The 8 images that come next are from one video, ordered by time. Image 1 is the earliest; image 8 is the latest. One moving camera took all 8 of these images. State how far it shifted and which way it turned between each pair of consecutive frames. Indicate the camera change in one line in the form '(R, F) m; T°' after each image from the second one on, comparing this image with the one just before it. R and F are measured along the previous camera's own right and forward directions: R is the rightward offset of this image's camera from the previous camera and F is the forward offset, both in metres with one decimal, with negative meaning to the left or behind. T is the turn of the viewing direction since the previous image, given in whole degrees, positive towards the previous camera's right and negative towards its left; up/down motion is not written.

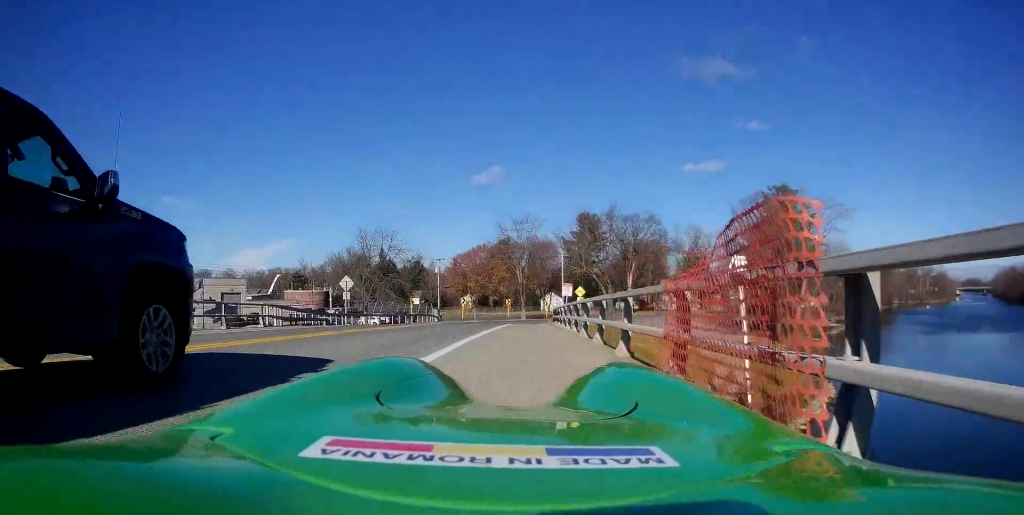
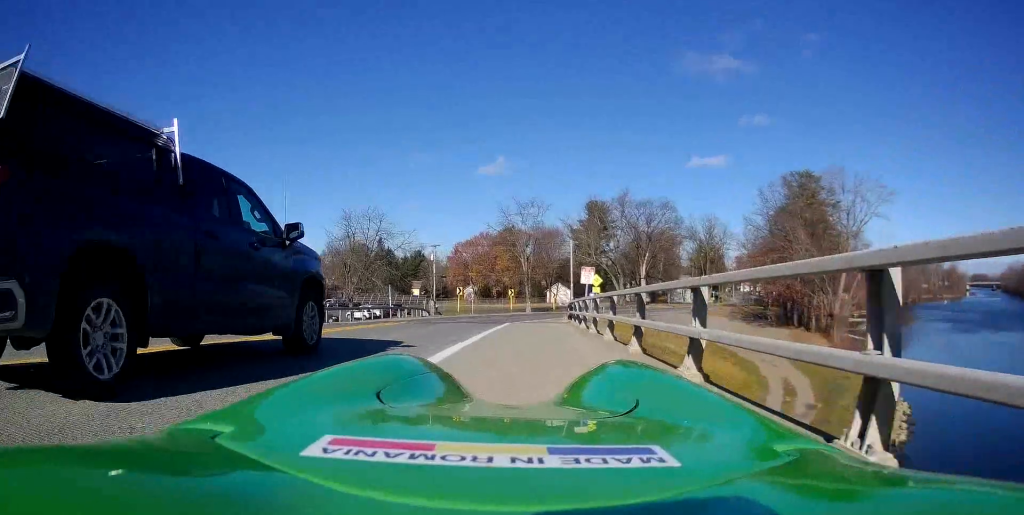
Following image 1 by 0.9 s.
(-0.3, +9.7) m; 0°
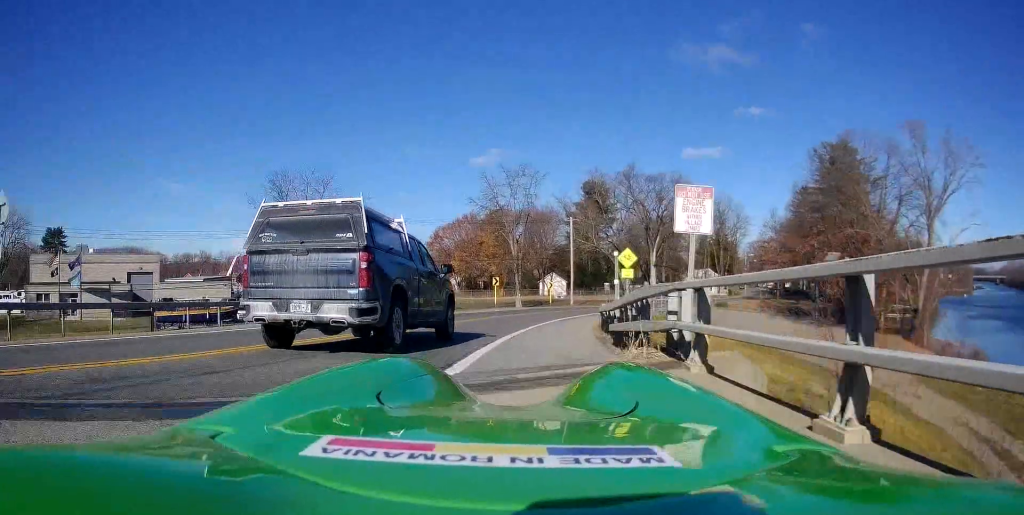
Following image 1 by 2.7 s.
(+0.5, +19.6) m; +2°
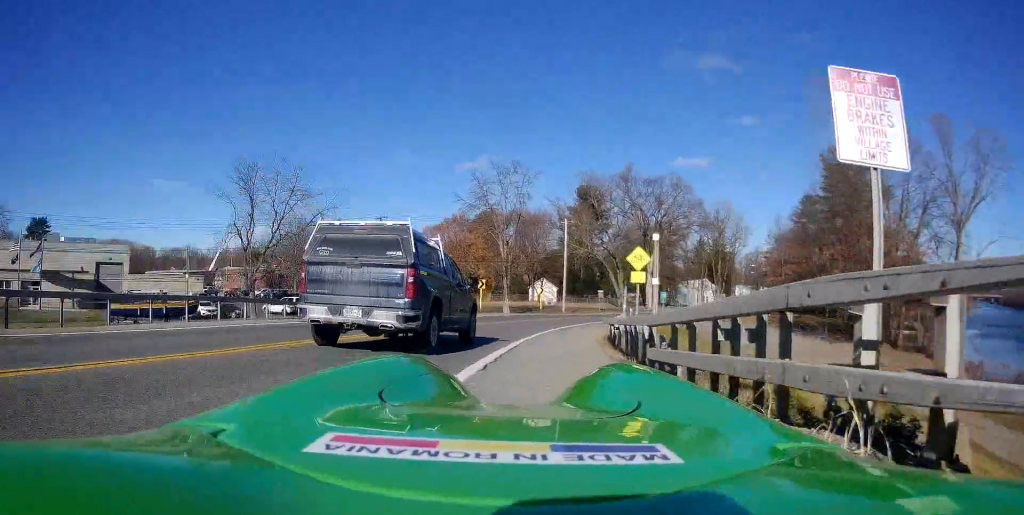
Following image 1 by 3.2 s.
(-0.2, +5.4) m; 0°
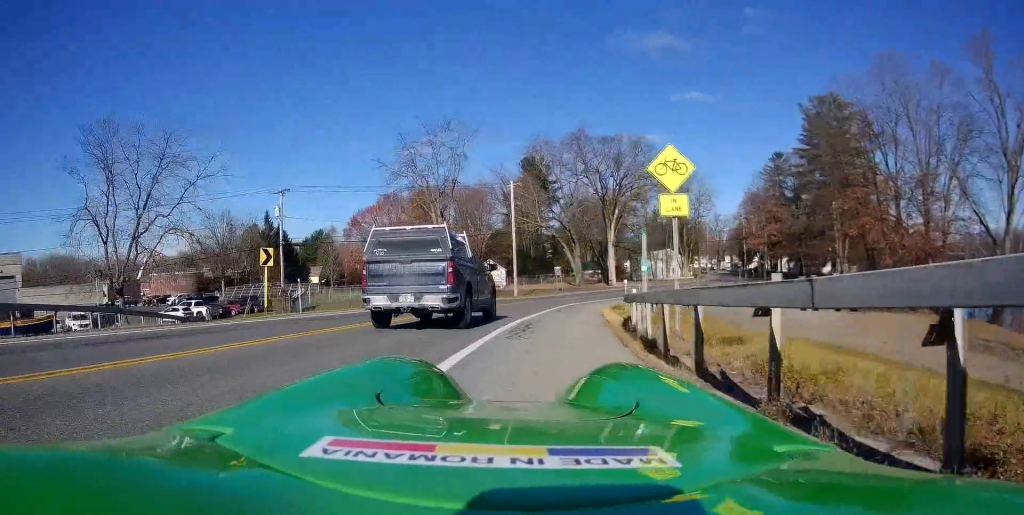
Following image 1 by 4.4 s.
(+0.6, +13.0) m; +5°
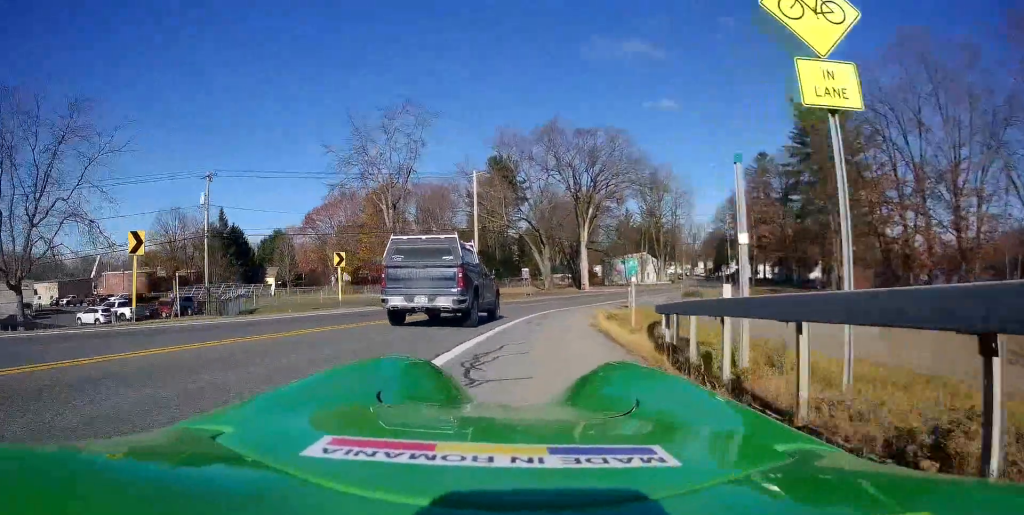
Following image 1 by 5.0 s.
(+0.2, +7.7) m; +4°
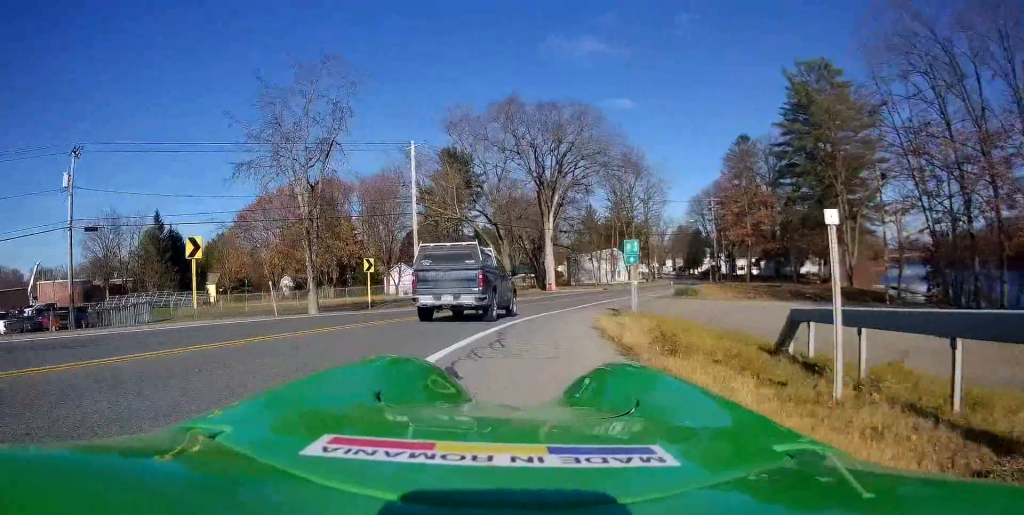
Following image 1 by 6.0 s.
(+0.7, +11.4) m; +5°
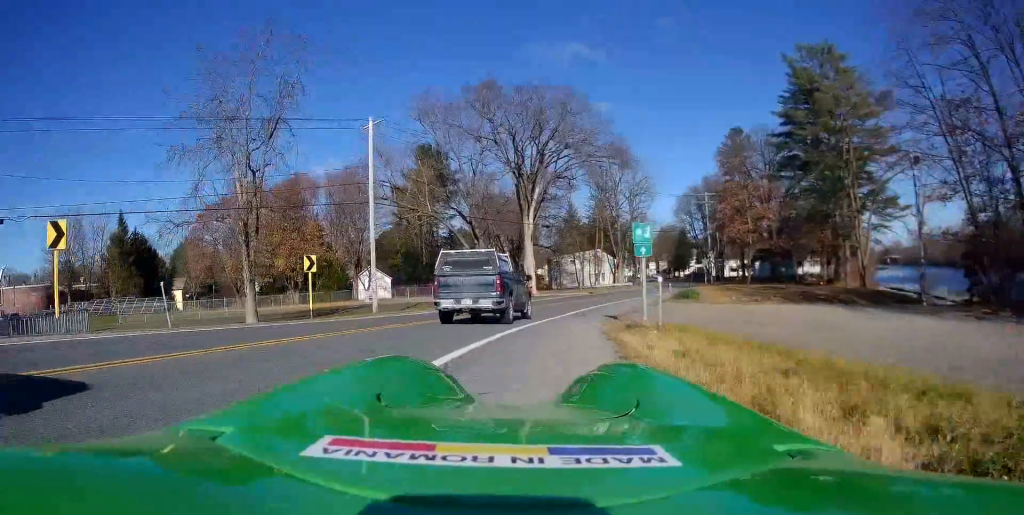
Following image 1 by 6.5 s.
(+0.2, +6.6) m; +2°
